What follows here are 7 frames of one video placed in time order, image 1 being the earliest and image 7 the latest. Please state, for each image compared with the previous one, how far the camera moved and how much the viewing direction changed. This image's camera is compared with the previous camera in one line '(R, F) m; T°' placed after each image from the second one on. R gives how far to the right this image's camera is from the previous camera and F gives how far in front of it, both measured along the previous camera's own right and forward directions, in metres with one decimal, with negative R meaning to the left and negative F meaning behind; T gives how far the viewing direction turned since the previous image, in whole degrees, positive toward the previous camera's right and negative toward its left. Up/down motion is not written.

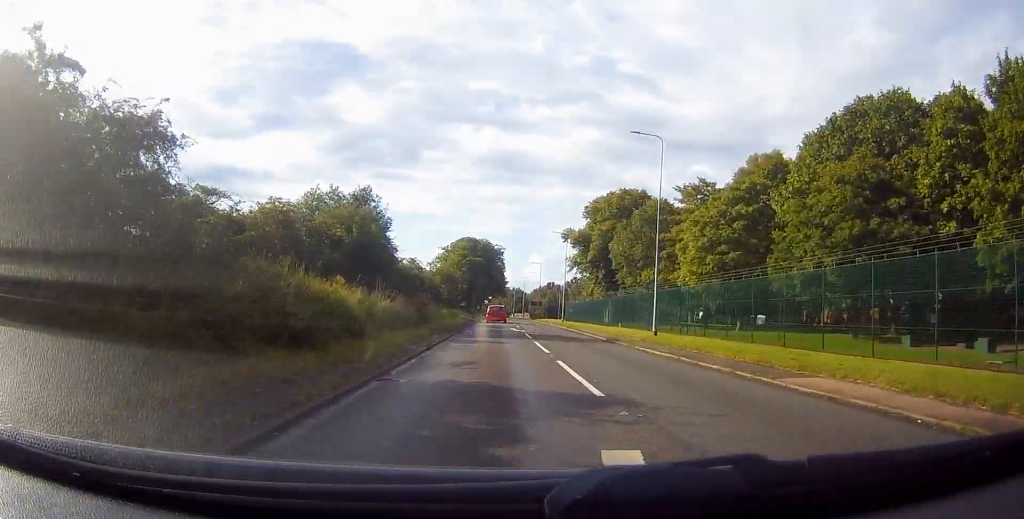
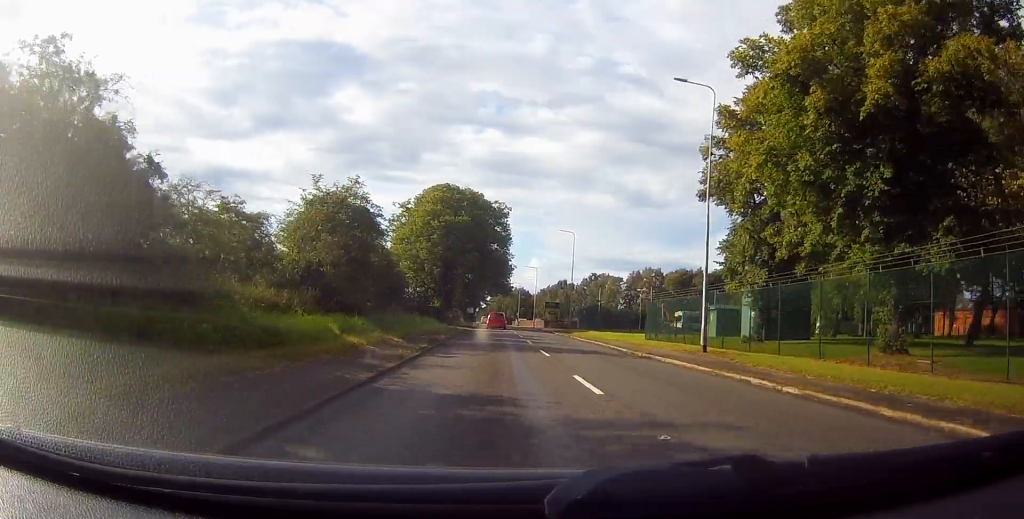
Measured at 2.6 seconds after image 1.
(+0.7, +50.4) m; +2°
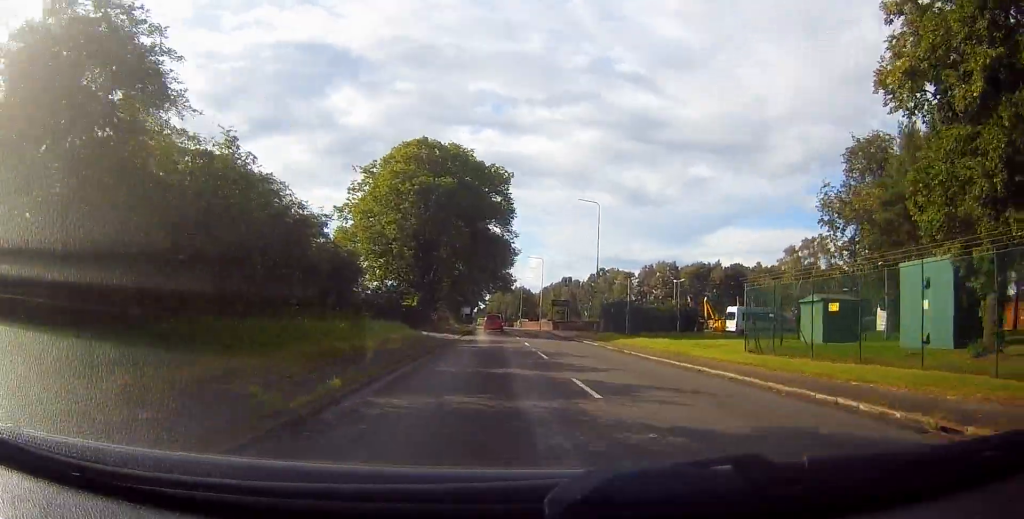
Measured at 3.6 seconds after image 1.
(+0.1, +17.4) m; -1°
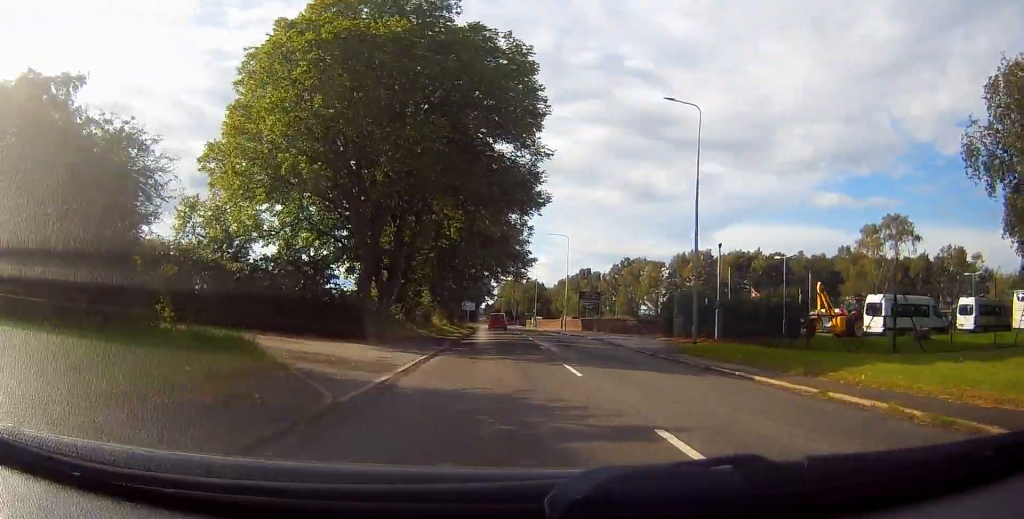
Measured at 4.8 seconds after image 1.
(-0.7, +23.0) m; -2°
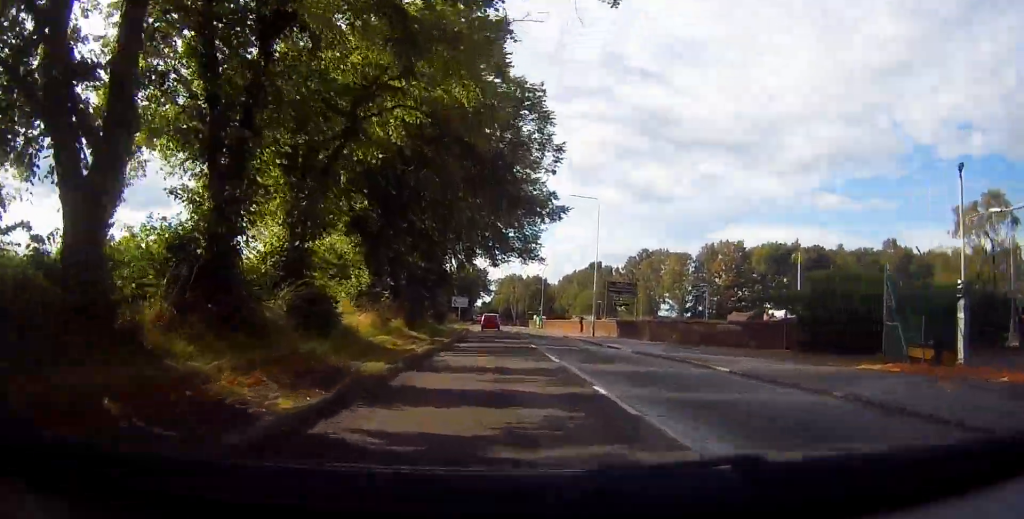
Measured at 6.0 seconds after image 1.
(+0.3, +22.4) m; +2°
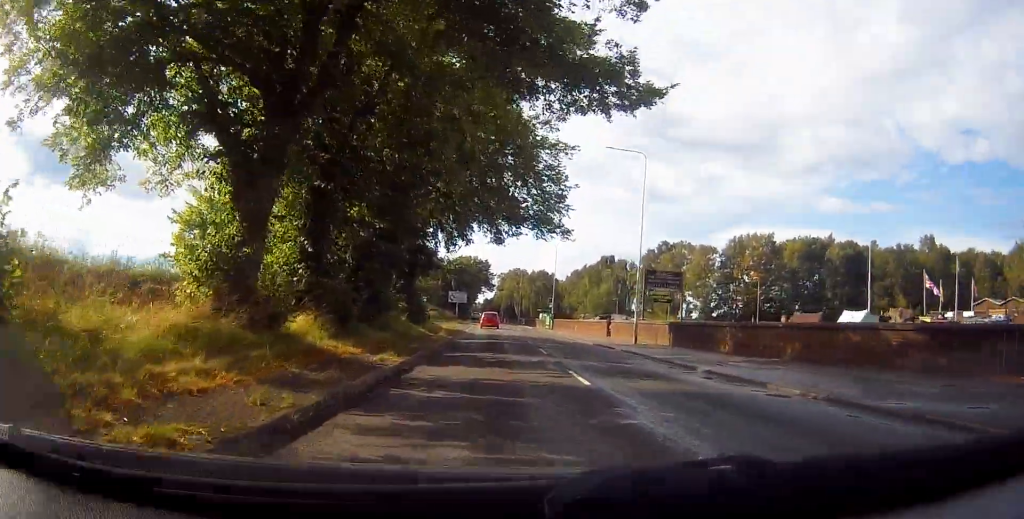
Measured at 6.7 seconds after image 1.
(+0.1, +13.8) m; 0°
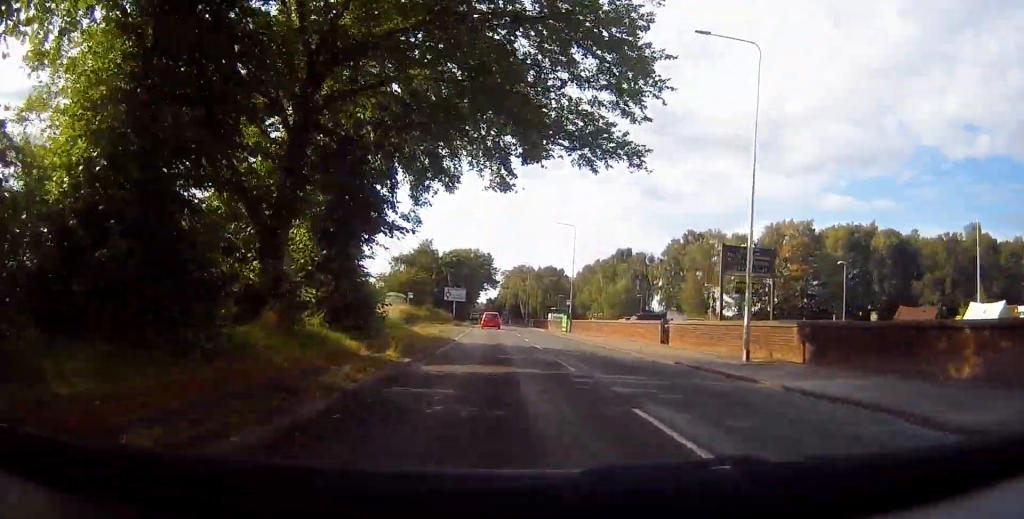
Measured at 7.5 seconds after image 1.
(-0.1, +15.0) m; -1°
